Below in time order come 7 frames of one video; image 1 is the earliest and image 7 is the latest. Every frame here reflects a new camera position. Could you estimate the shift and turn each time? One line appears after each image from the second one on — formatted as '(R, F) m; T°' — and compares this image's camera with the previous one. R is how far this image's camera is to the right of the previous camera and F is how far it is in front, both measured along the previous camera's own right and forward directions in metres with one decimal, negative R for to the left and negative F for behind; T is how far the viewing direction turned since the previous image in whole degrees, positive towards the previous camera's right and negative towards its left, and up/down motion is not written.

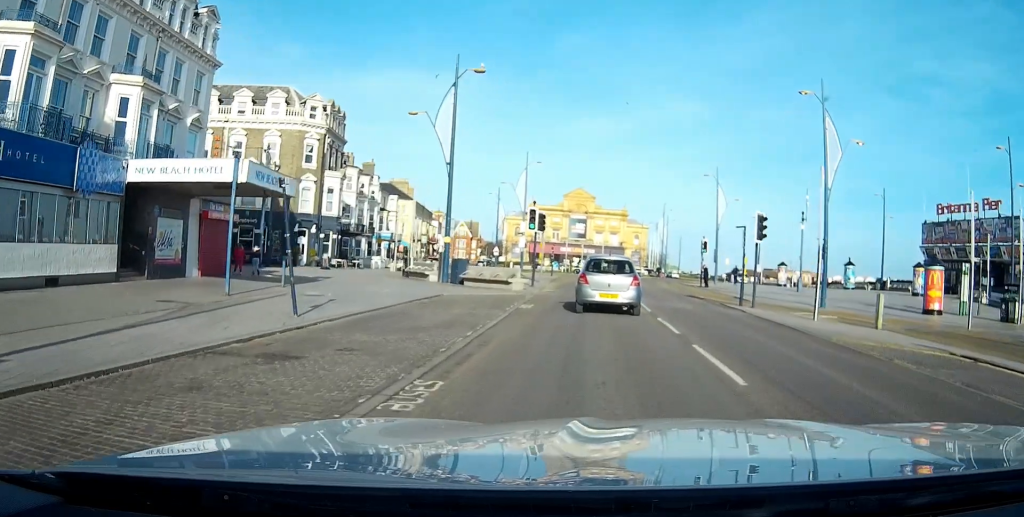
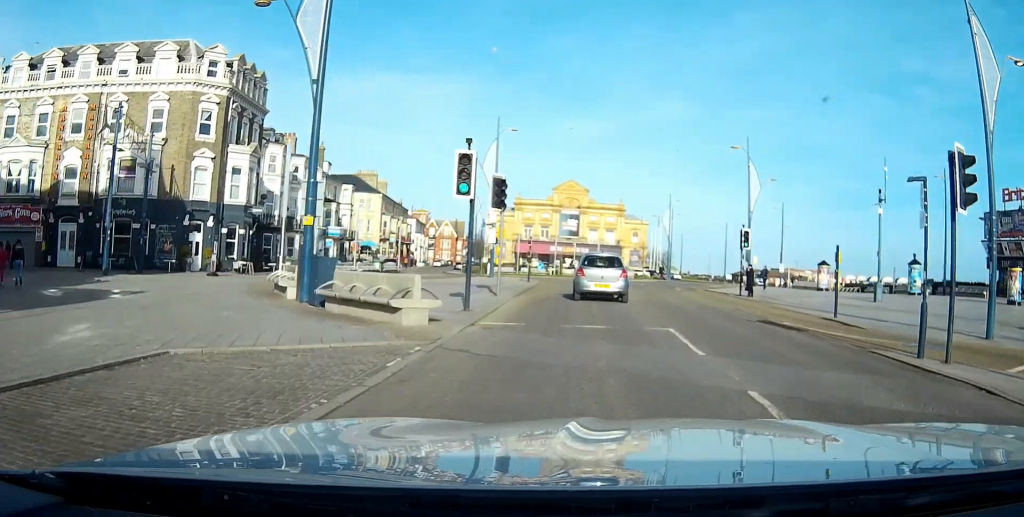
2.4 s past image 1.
(+0.1, +18.1) m; 0°
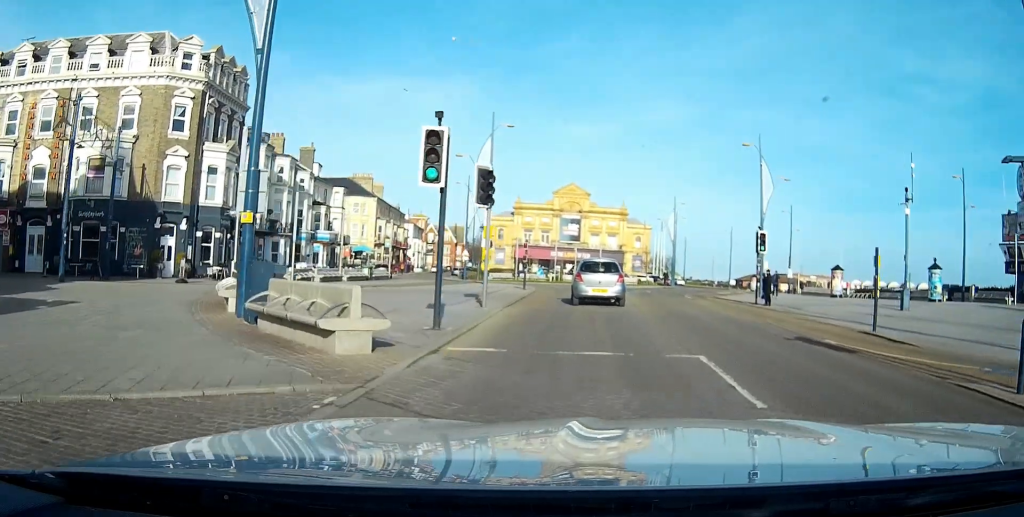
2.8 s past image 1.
(0.0, +3.7) m; 0°
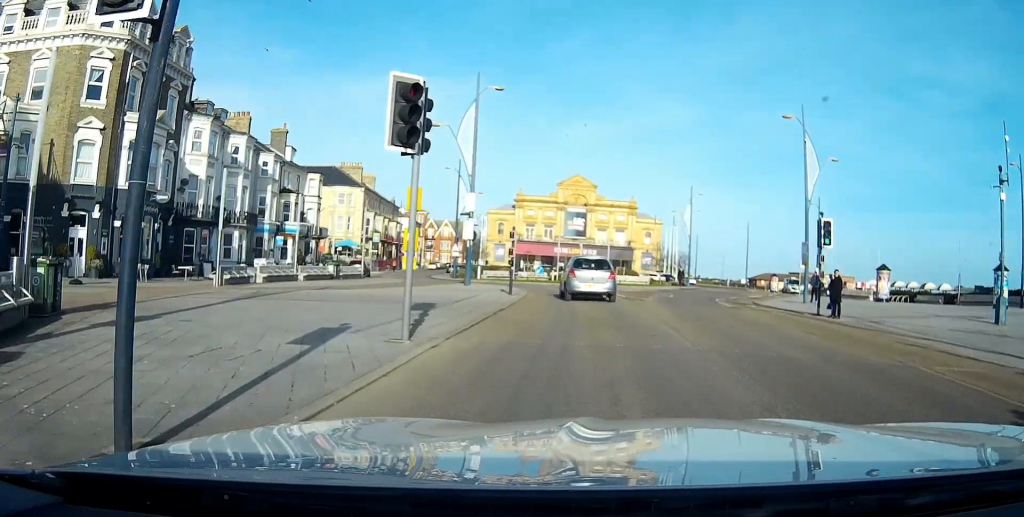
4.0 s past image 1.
(+0.1, +9.6) m; +1°
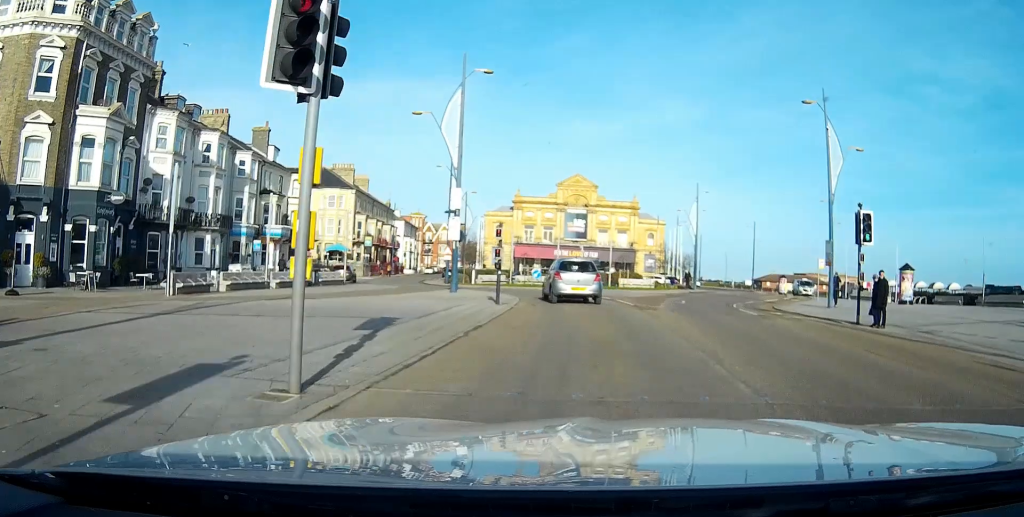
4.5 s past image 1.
(0.0, +4.1) m; 0°
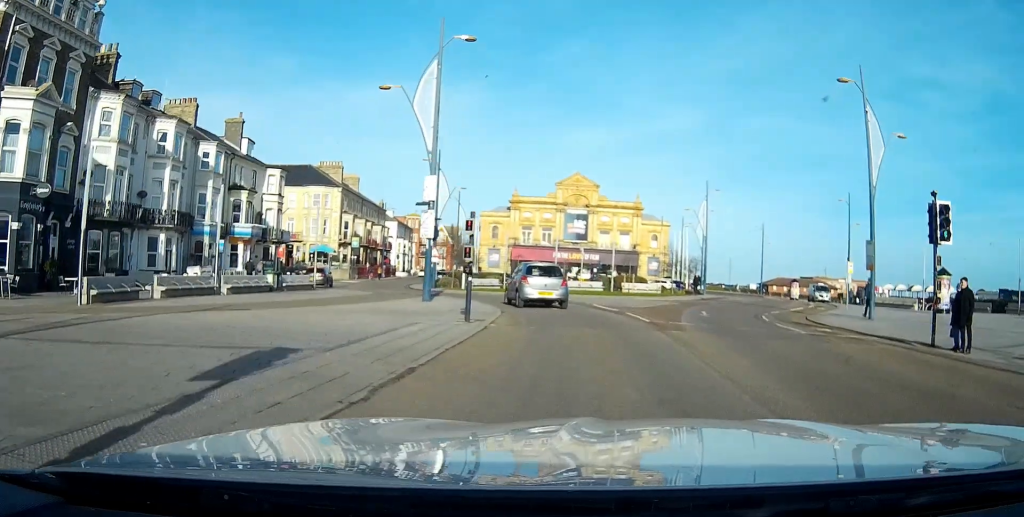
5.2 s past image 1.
(0.0, +5.5) m; 0°
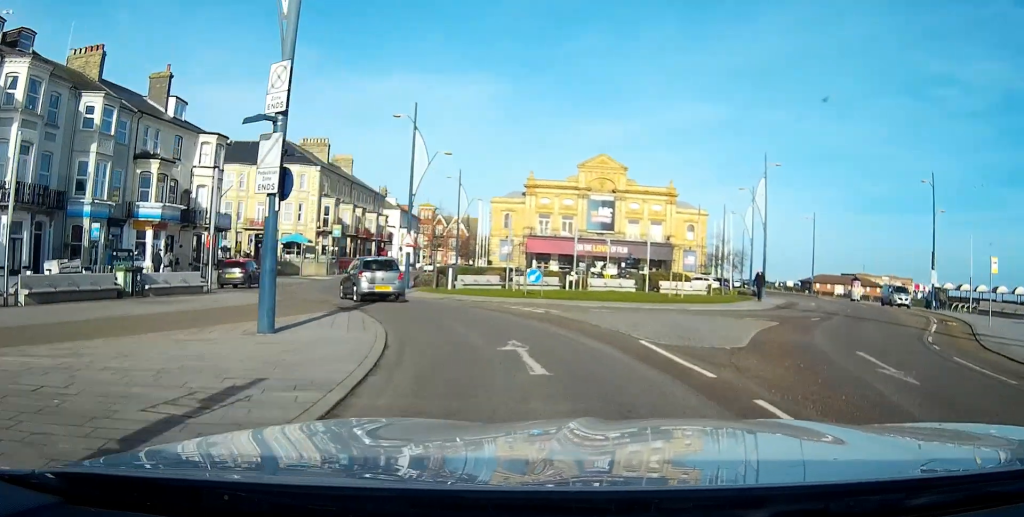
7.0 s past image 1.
(-0.4, +14.6) m; -7°
